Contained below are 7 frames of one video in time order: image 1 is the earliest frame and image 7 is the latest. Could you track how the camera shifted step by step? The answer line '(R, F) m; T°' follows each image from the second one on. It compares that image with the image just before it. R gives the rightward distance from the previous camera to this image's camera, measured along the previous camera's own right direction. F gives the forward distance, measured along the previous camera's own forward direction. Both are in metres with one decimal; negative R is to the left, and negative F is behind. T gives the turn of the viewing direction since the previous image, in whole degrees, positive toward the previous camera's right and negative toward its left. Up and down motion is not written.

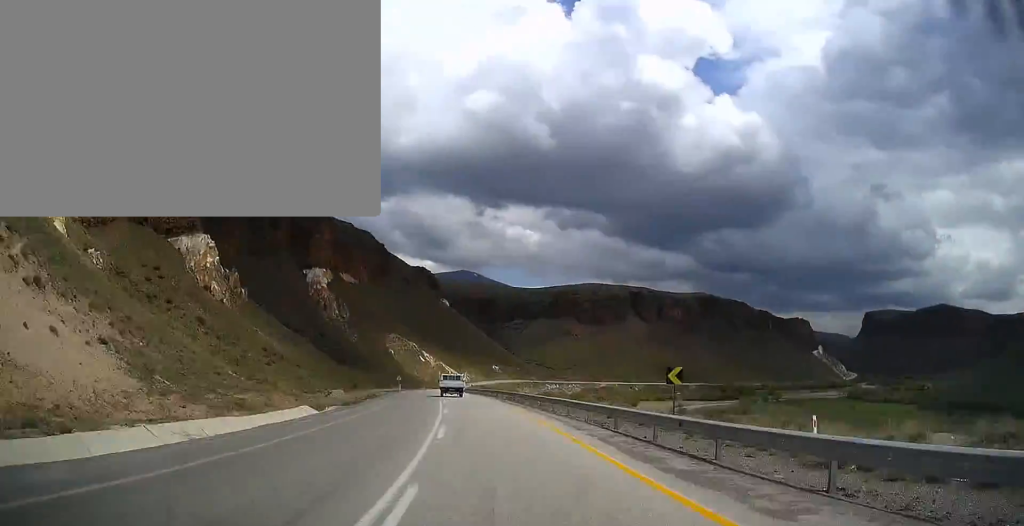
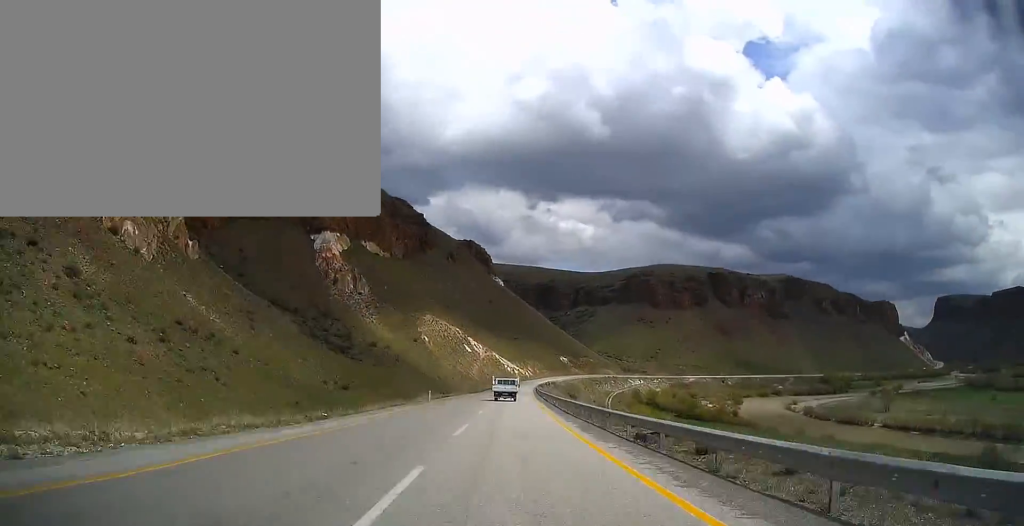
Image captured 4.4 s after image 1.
(-9.3, +107.4) m; -3°
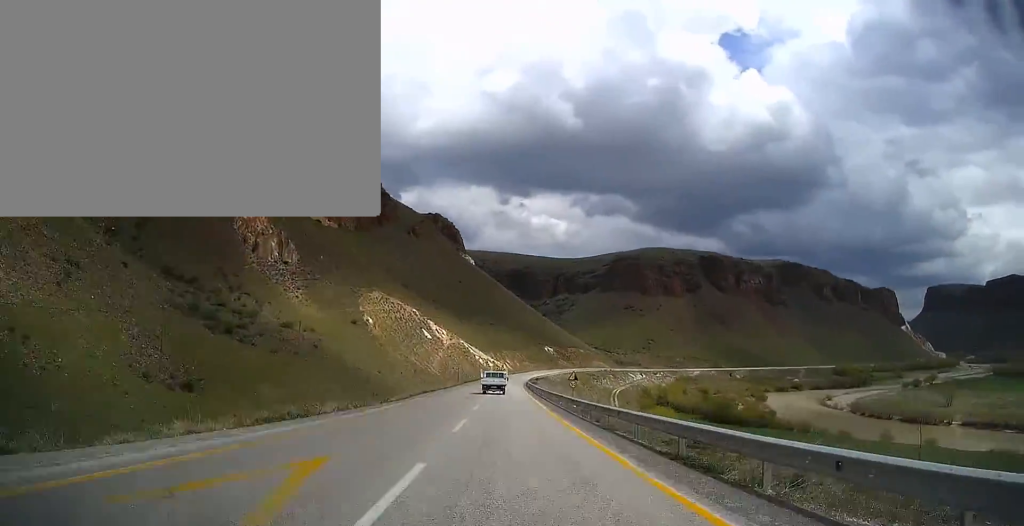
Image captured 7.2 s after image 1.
(+2.0, +73.2) m; +4°
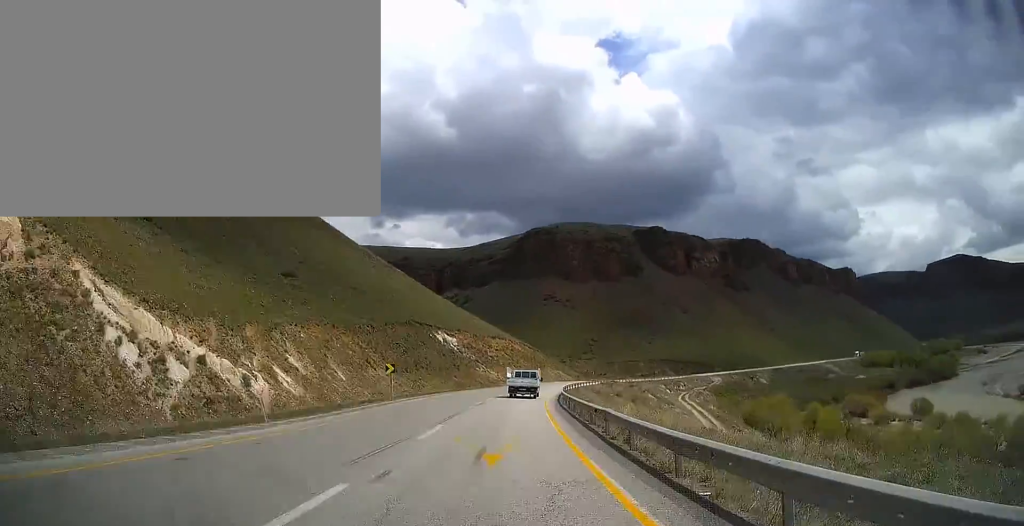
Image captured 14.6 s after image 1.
(+18.2, +186.4) m; +17°
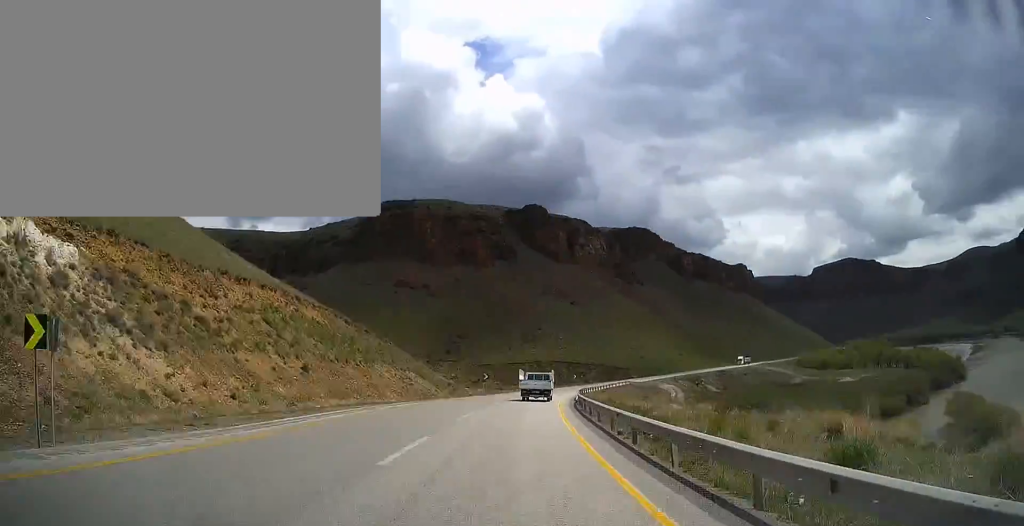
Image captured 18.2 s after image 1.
(+8.8, +83.6) m; +12°
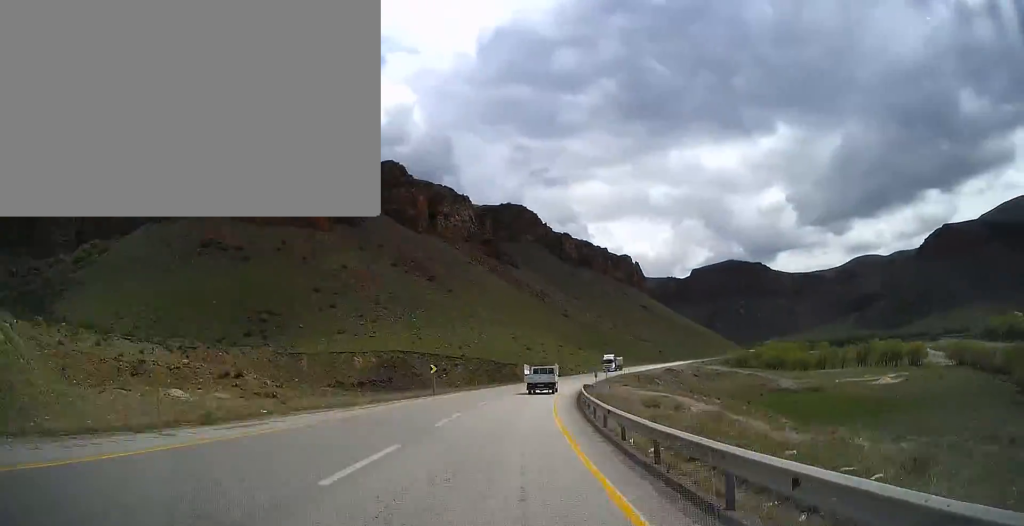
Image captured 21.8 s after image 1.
(+6.0, +81.9) m; +14°
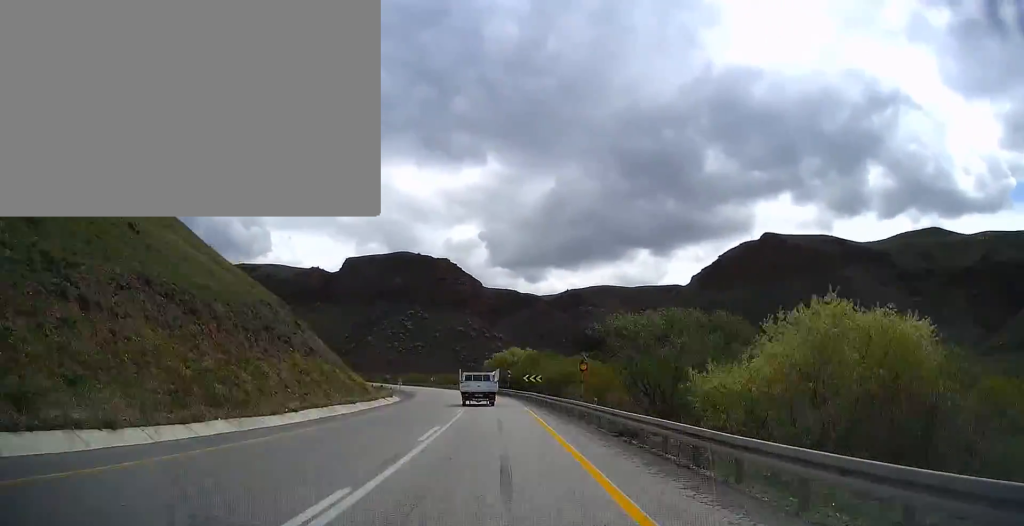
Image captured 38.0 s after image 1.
(+111.1, +387.7) m; +11°
